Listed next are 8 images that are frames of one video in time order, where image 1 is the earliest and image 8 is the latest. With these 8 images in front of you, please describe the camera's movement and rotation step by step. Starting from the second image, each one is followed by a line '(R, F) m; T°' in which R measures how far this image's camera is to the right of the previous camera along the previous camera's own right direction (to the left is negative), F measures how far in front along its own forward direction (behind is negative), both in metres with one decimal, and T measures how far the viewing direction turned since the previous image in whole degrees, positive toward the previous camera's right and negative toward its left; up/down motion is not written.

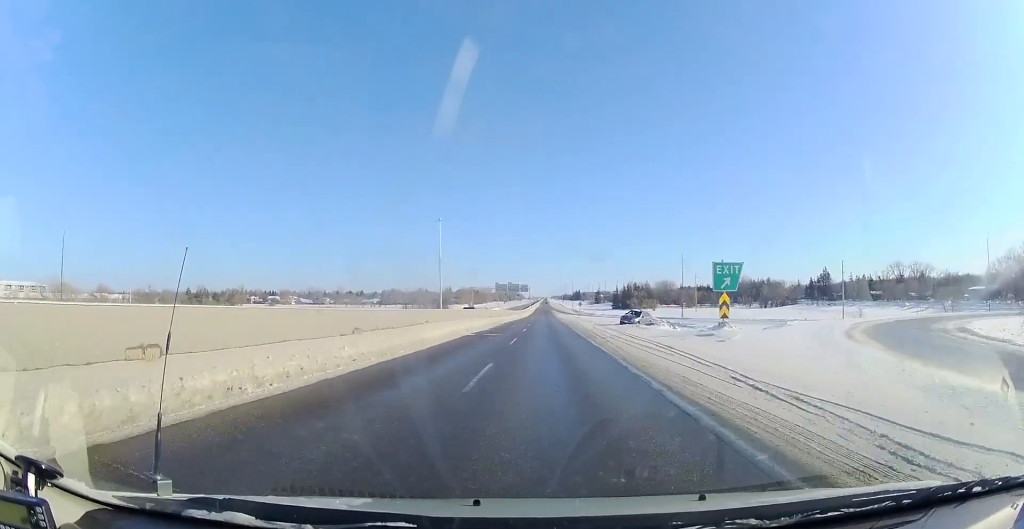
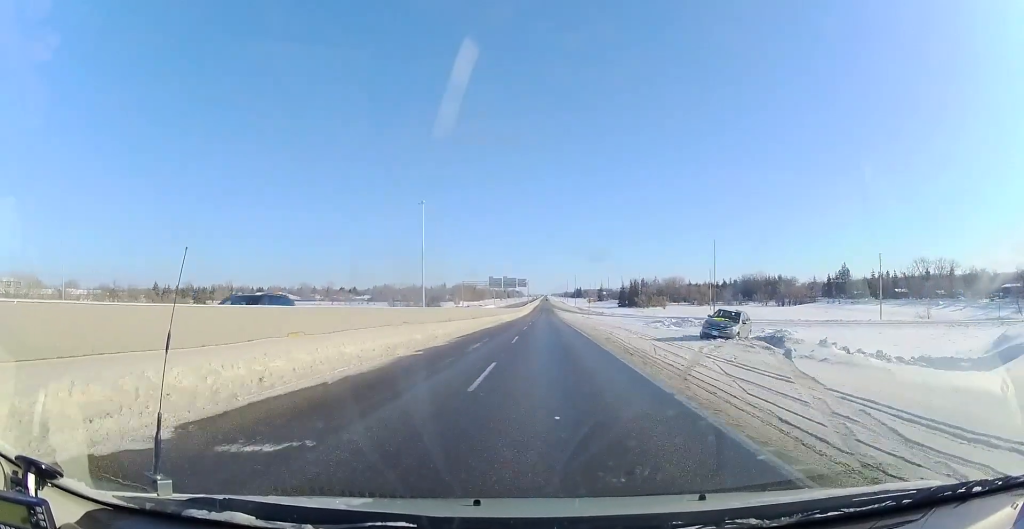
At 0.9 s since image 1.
(+0.1, +24.7) m; +1°
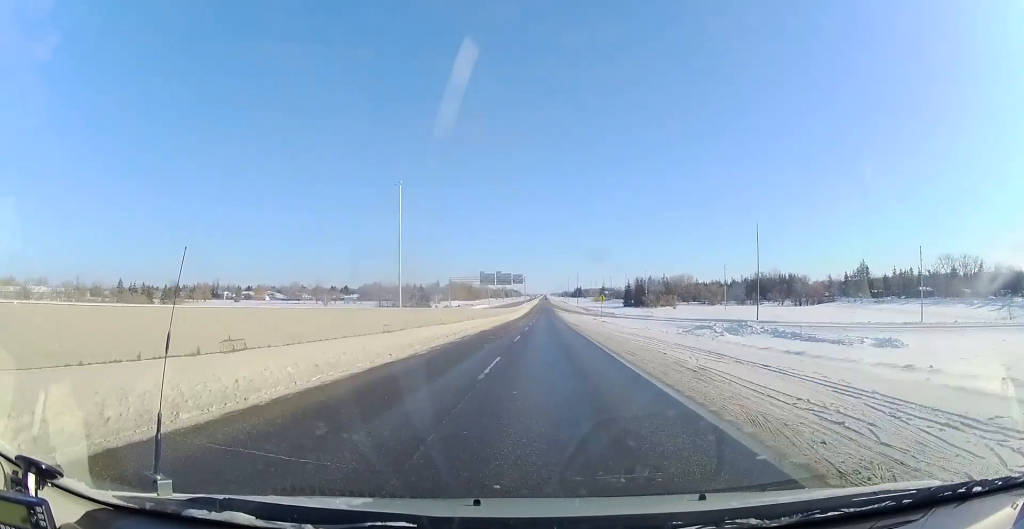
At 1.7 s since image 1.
(+0.1, +22.8) m; 0°
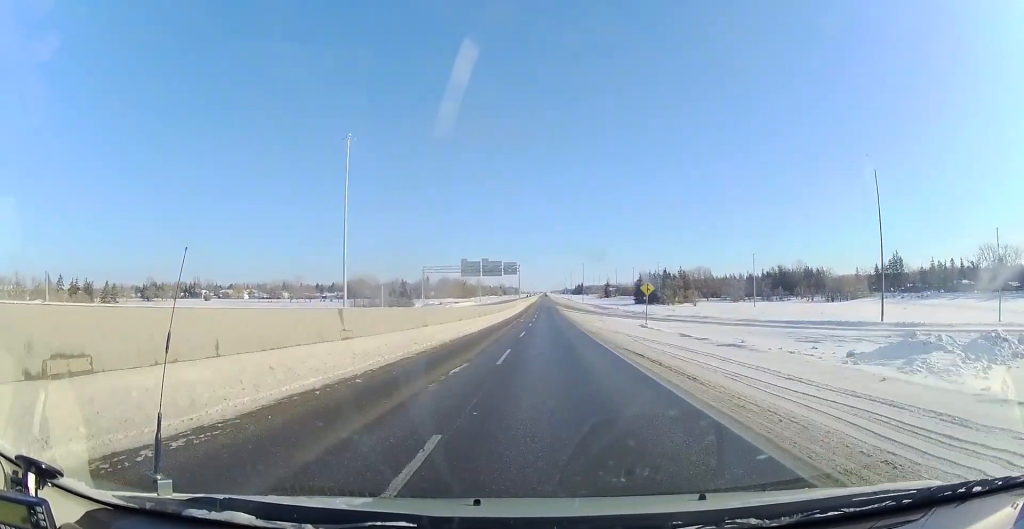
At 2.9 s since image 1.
(+0.1, +34.2) m; 0°
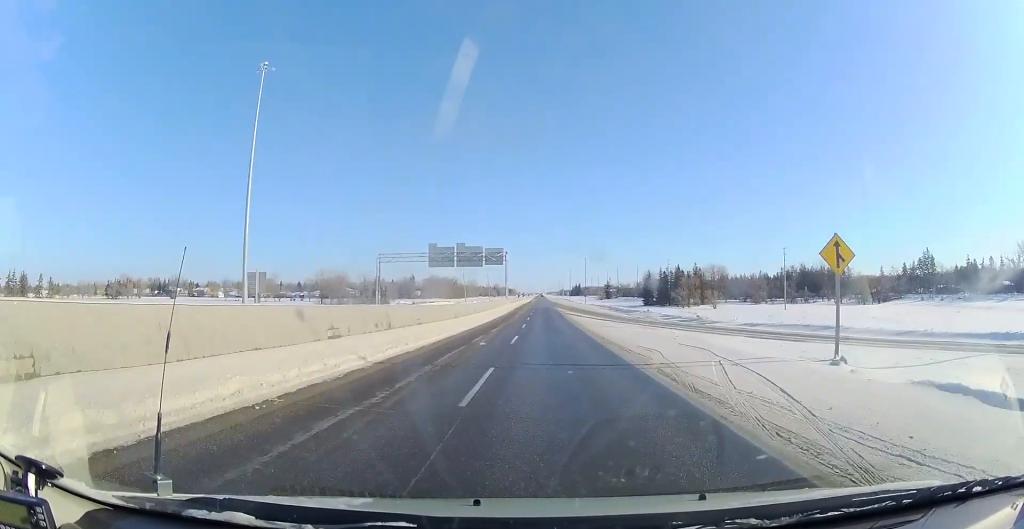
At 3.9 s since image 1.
(0.0, +30.4) m; -1°
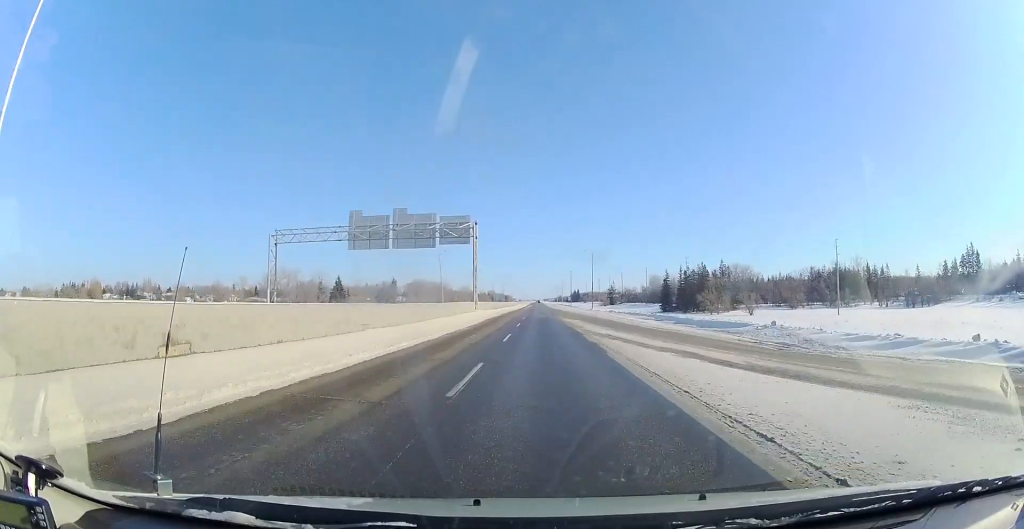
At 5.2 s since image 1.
(-0.3, +36.2) m; +1°
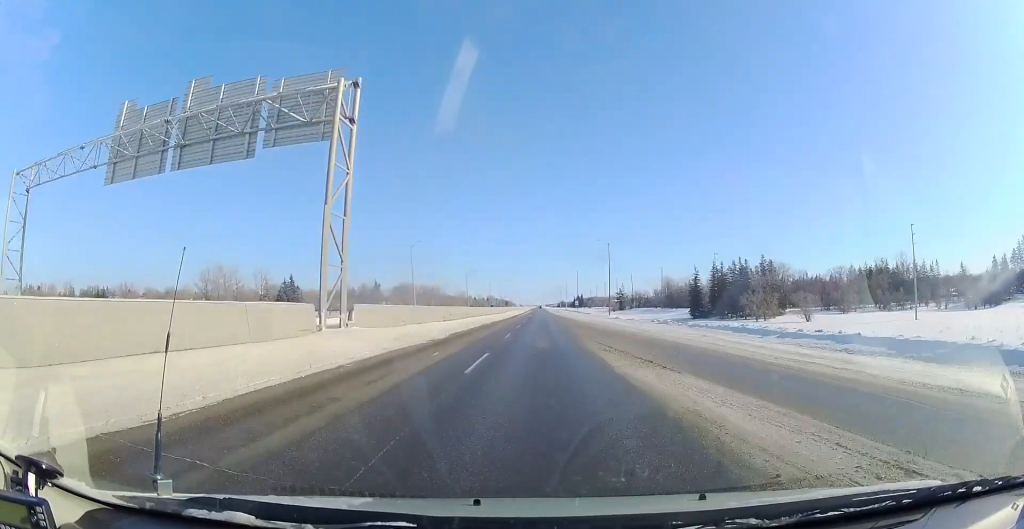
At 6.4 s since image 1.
(+0.9, +34.0) m; 0°
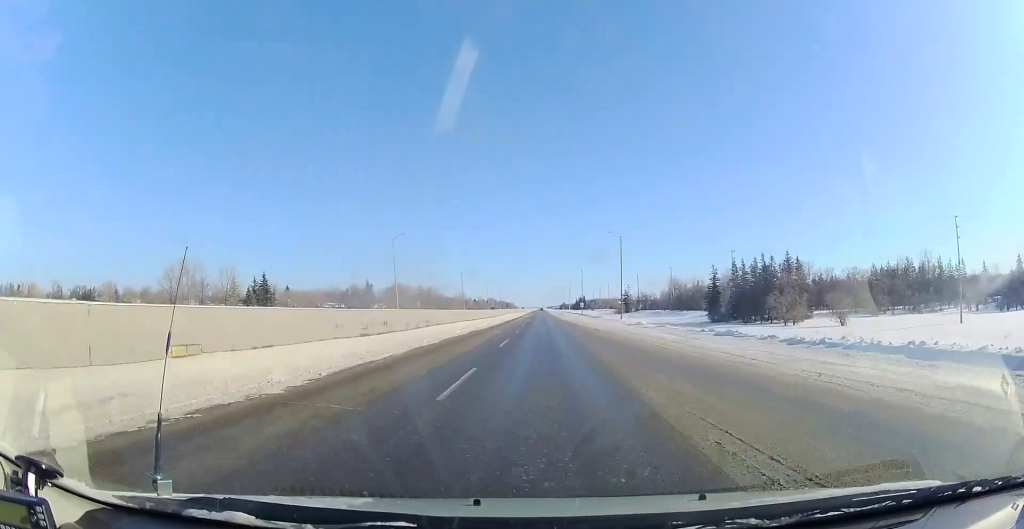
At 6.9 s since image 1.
(-0.1, +14.9) m; -1°
